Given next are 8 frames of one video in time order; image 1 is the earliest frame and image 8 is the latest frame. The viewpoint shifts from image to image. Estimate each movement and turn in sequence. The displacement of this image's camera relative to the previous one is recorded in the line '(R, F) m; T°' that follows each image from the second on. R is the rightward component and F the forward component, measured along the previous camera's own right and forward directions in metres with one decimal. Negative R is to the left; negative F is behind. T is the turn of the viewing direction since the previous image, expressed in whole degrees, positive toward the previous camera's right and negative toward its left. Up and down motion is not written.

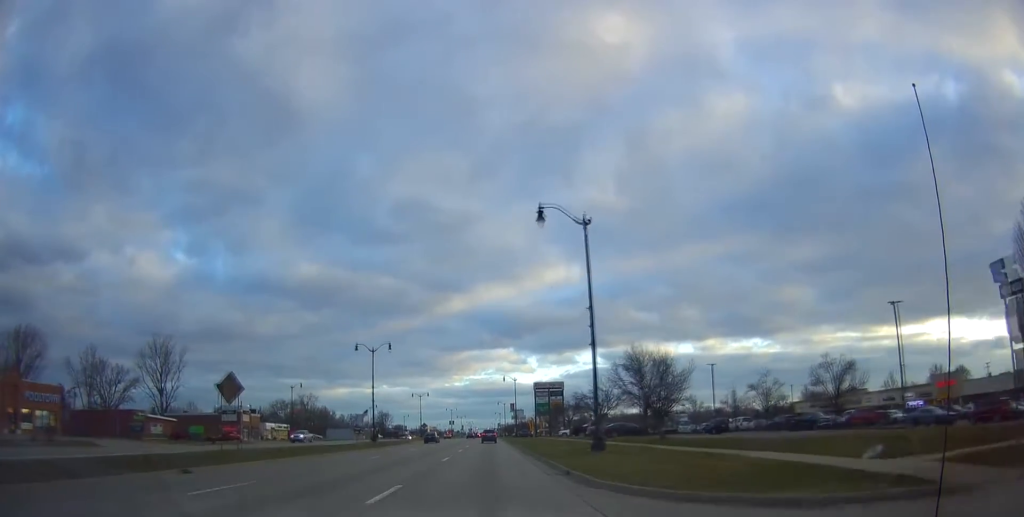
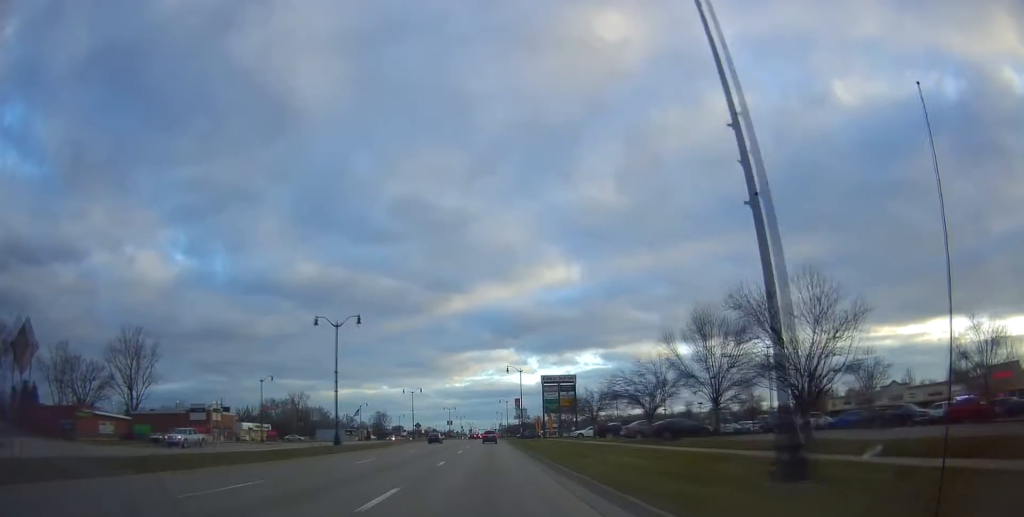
(0.0, +15.5) m; 0°
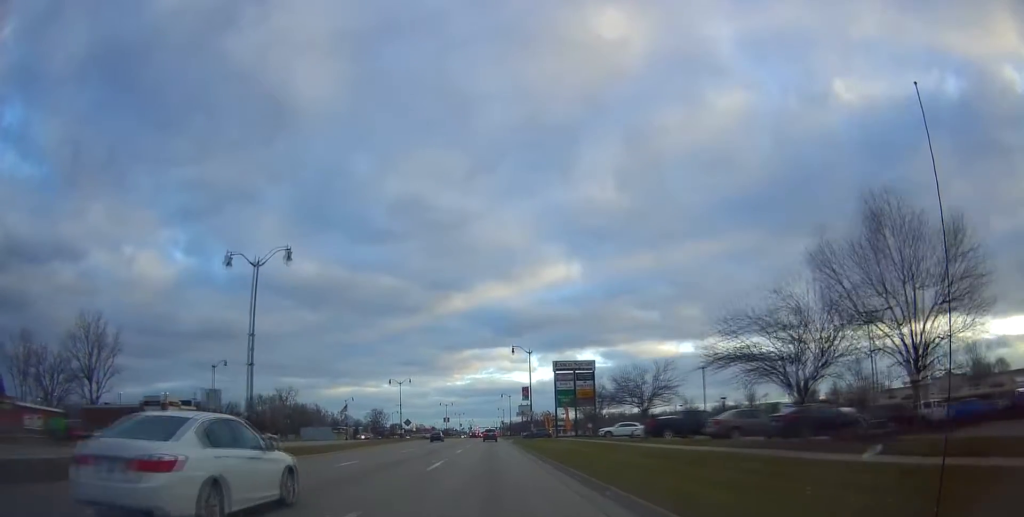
(0.0, +18.0) m; 0°
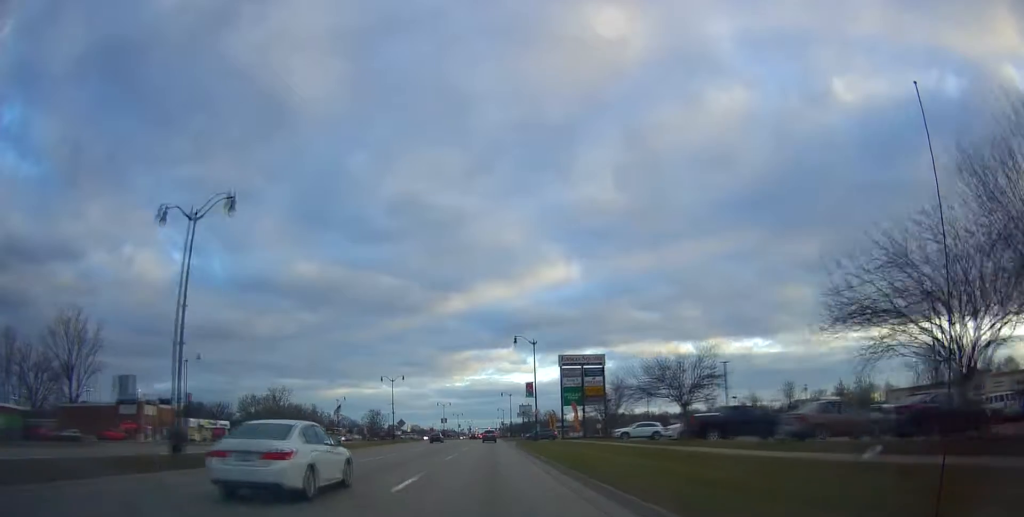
(0.0, +7.8) m; 0°
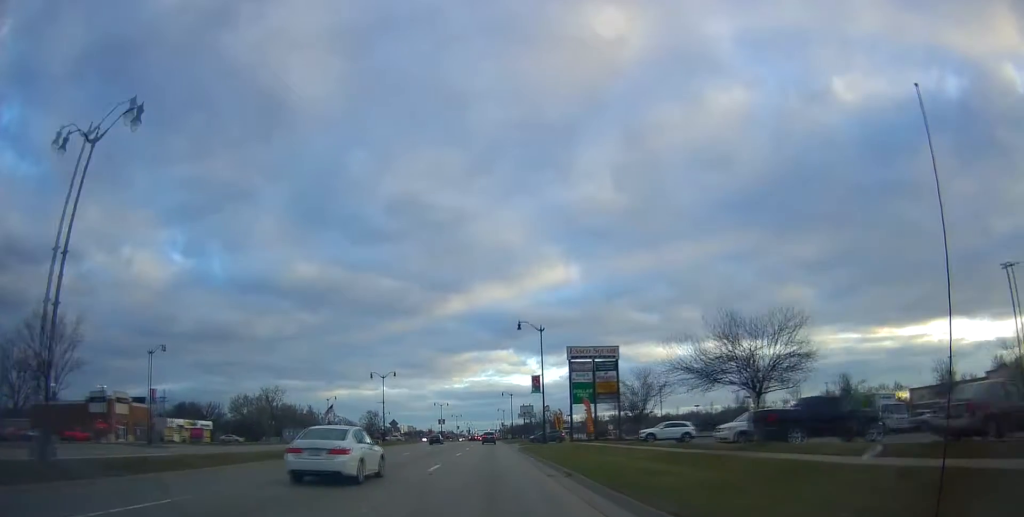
(0.0, +8.4) m; 0°
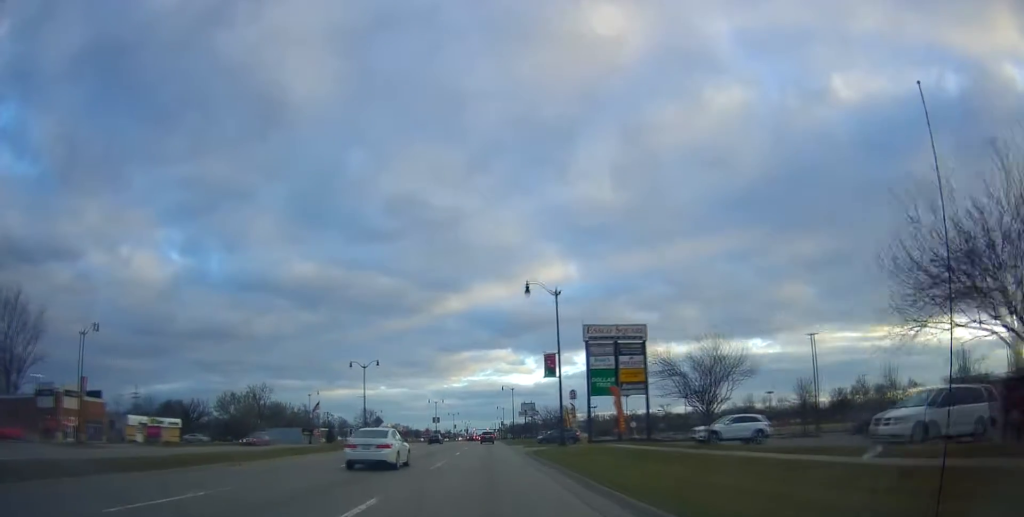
(0.0, +12.7) m; 0°
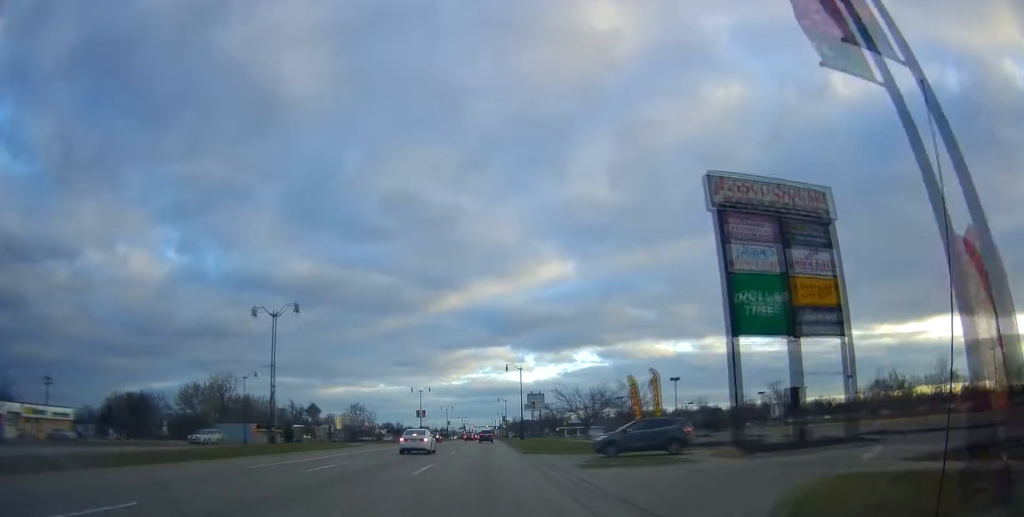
(-0.1, +33.2) m; -1°
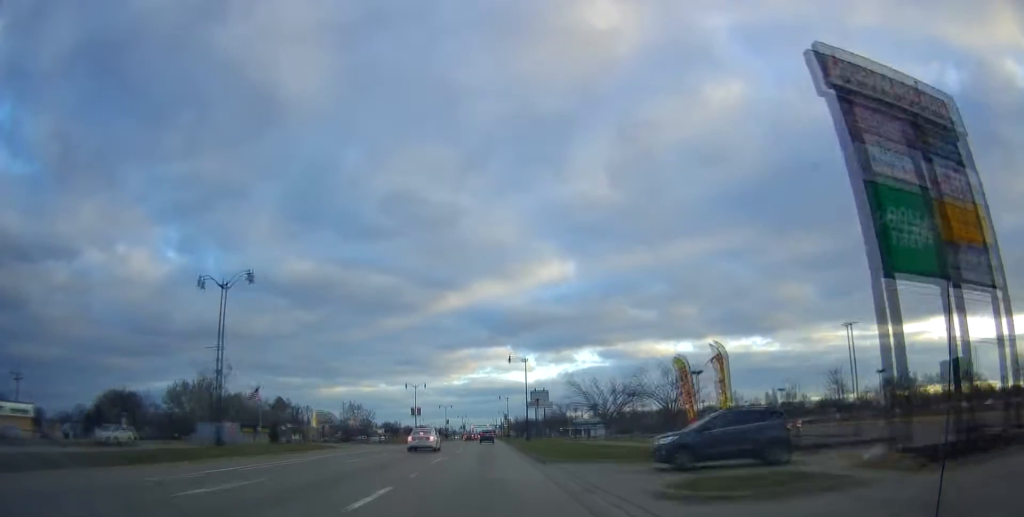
(-0.2, +9.6) m; 0°
